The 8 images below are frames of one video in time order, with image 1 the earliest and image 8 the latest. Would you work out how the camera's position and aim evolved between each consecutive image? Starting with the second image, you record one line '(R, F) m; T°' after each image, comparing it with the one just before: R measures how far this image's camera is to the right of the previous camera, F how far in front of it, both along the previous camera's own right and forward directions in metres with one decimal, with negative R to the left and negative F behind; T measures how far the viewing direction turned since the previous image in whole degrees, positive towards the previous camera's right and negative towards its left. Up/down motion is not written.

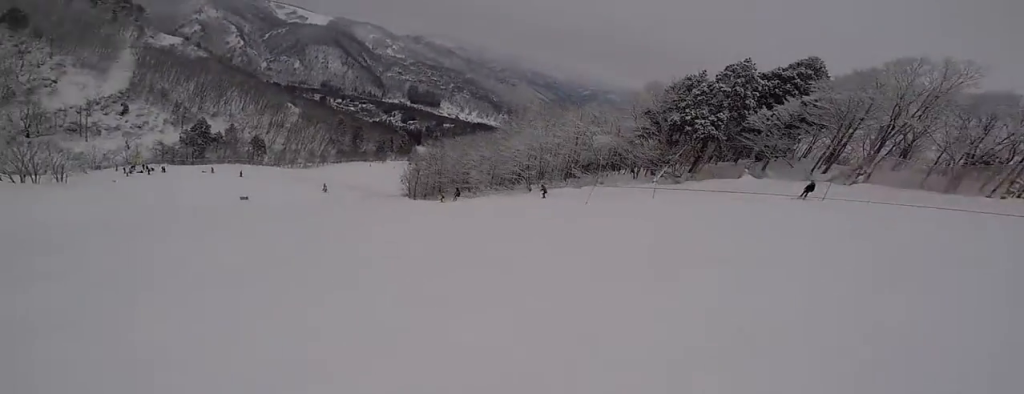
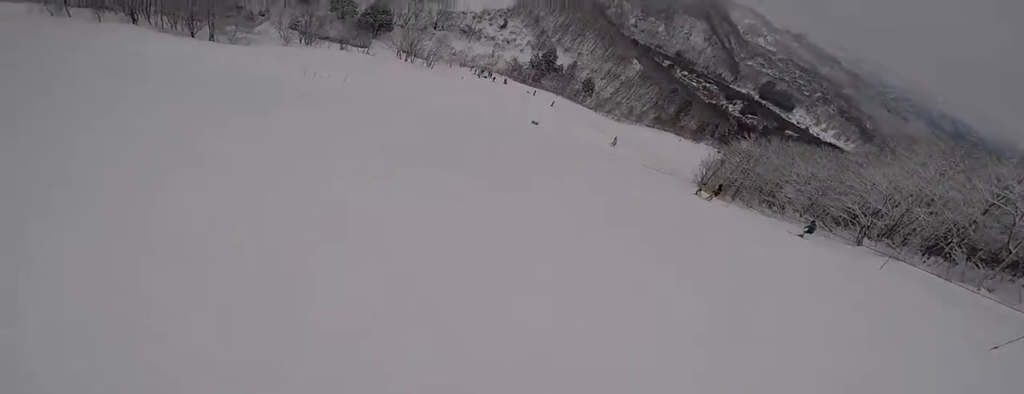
(-3.4, +7.5) m; -46°
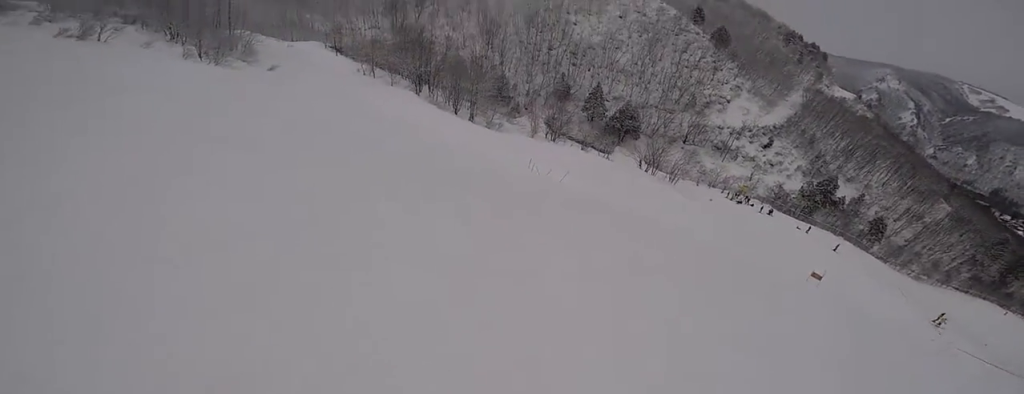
(-4.4, +12.5) m; -20°
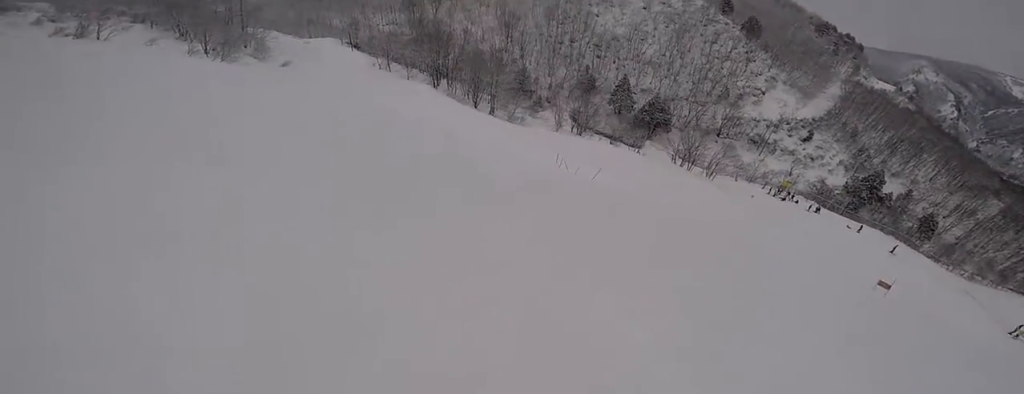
(-0.1, +3.5) m; +2°
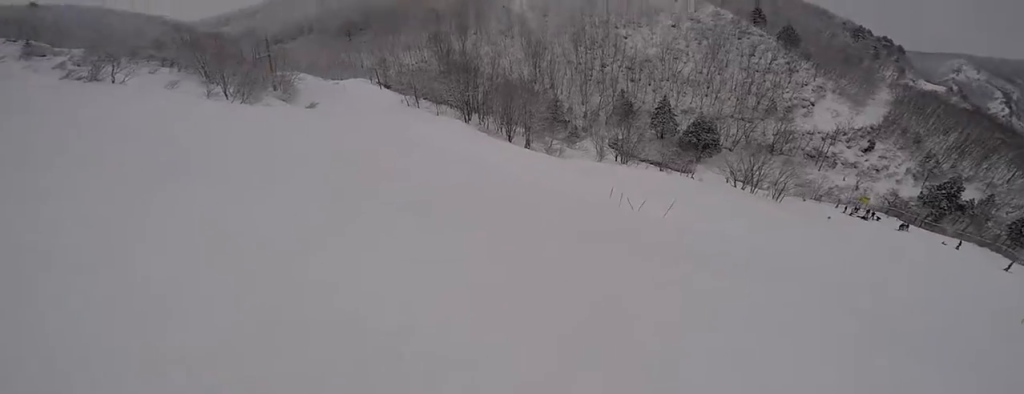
(+0.1, +5.6) m; +14°
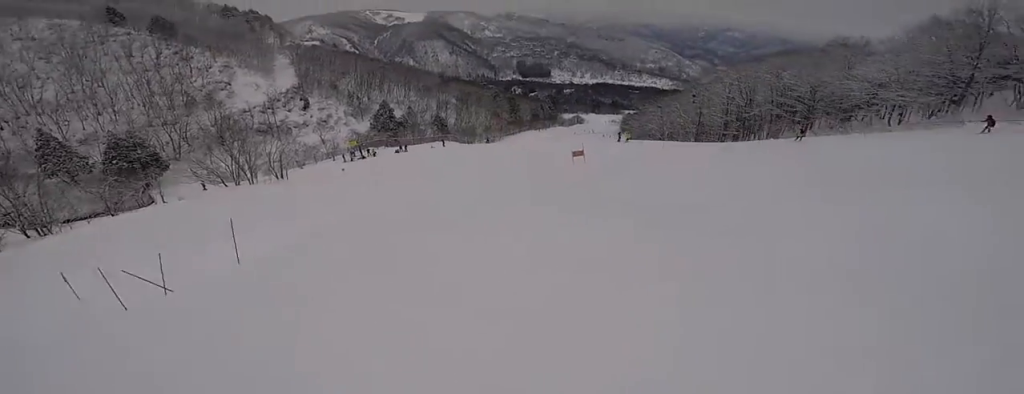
(+5.9, +12.4) m; +45°
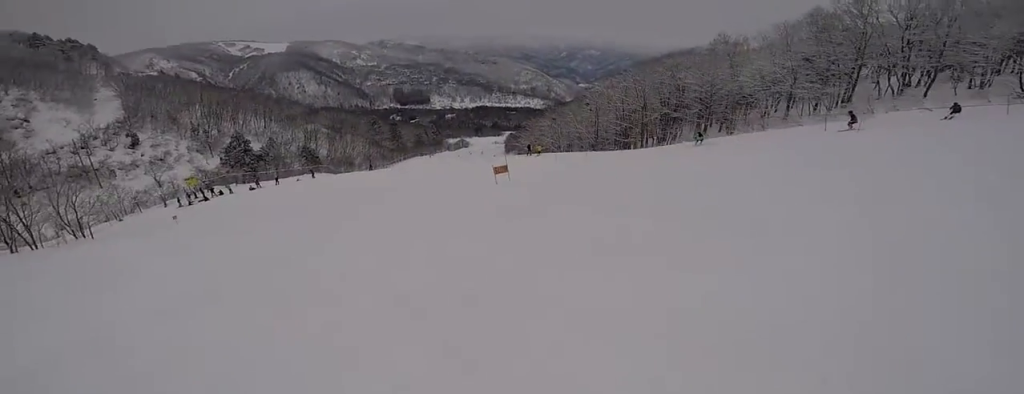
(+1.8, +9.4) m; +11°
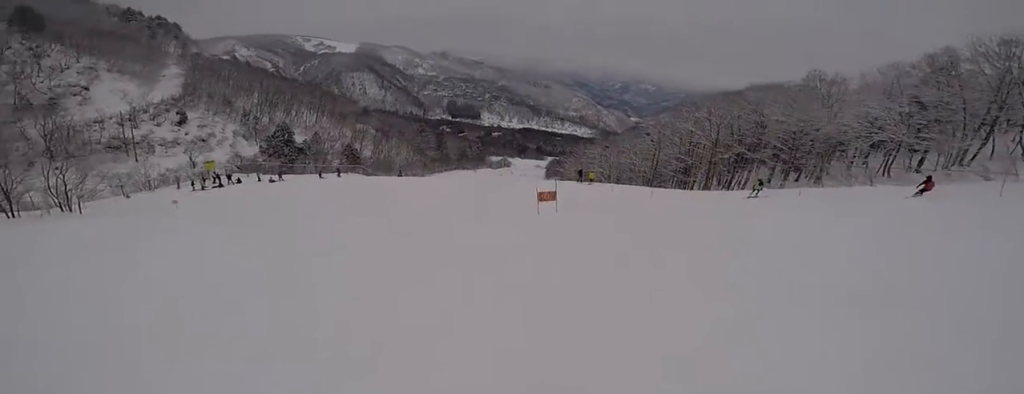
(+0.1, +6.8) m; -4°
